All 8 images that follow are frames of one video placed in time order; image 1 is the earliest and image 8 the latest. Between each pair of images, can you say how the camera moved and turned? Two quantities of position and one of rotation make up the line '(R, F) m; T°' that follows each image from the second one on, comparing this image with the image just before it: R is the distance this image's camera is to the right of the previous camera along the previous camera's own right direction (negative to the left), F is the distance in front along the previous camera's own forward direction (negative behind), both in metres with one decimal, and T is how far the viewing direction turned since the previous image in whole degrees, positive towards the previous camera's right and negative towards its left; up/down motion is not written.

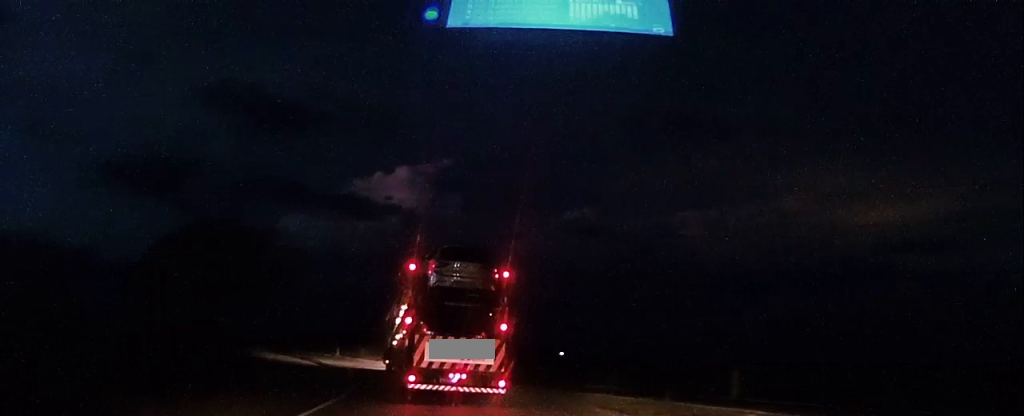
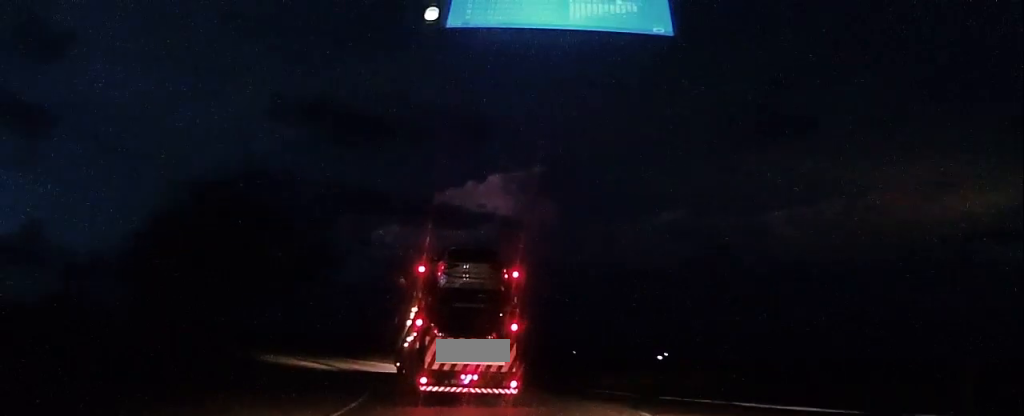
(-0.8, +12.1) m; -6°
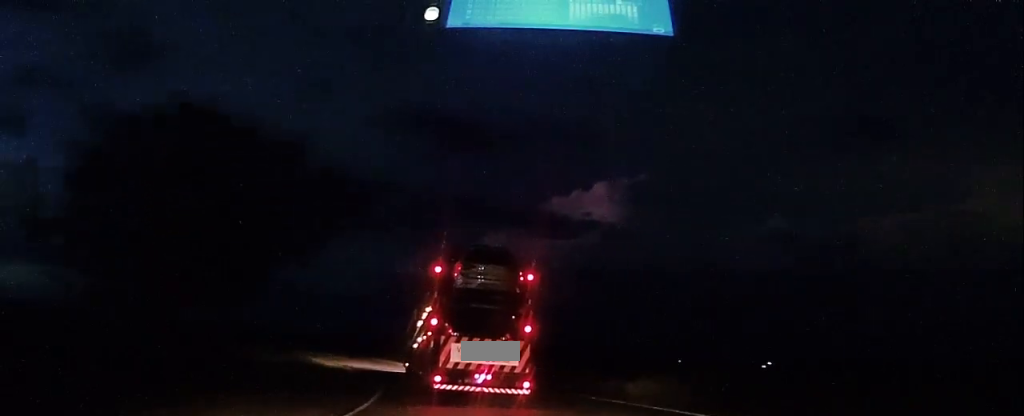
(-0.7, +13.9) m; -7°
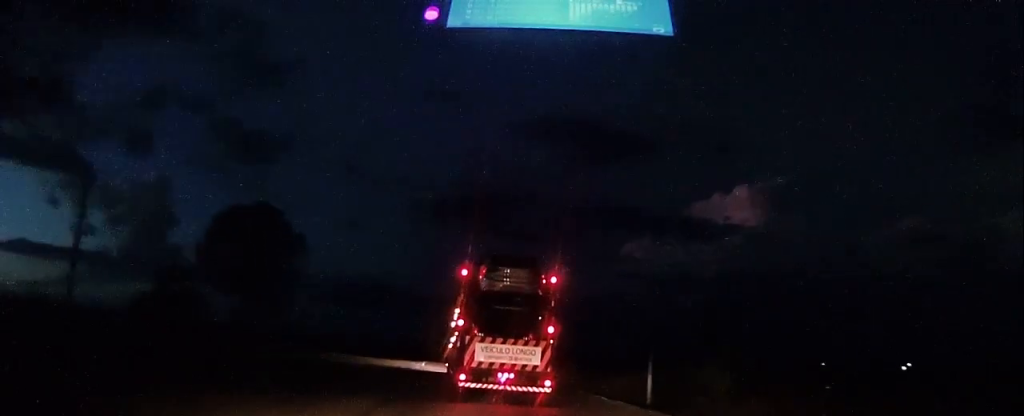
(-2.8, +20.8) m; -15°
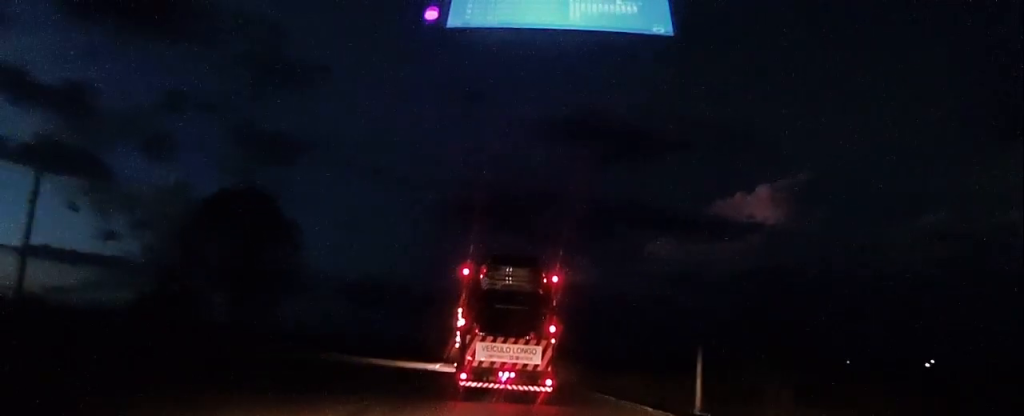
(-0.1, +5.0) m; -3°
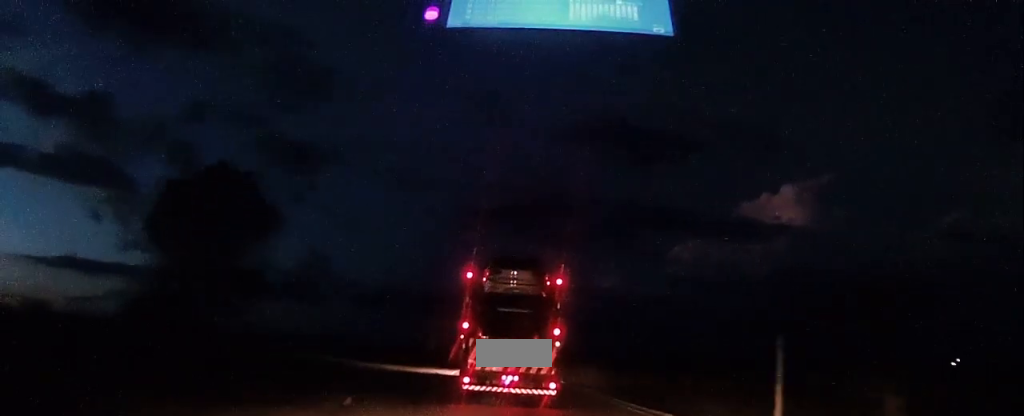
(-0.1, +5.9) m; -3°
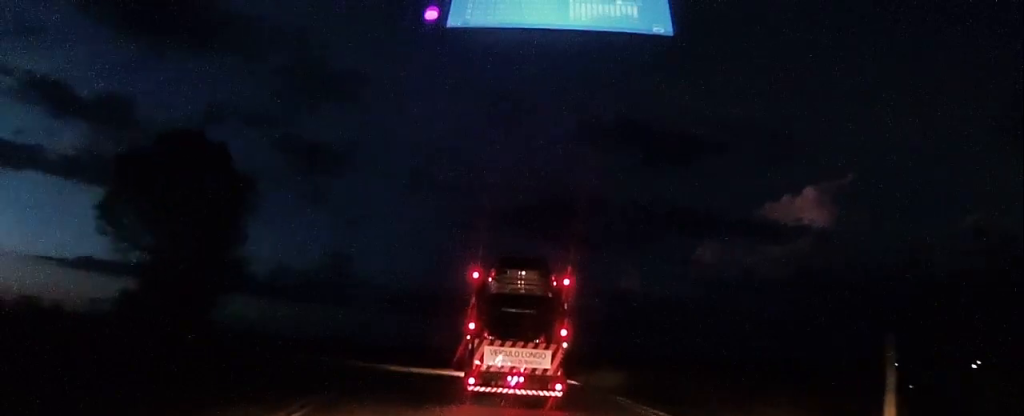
(0.0, +5.1) m; -2°
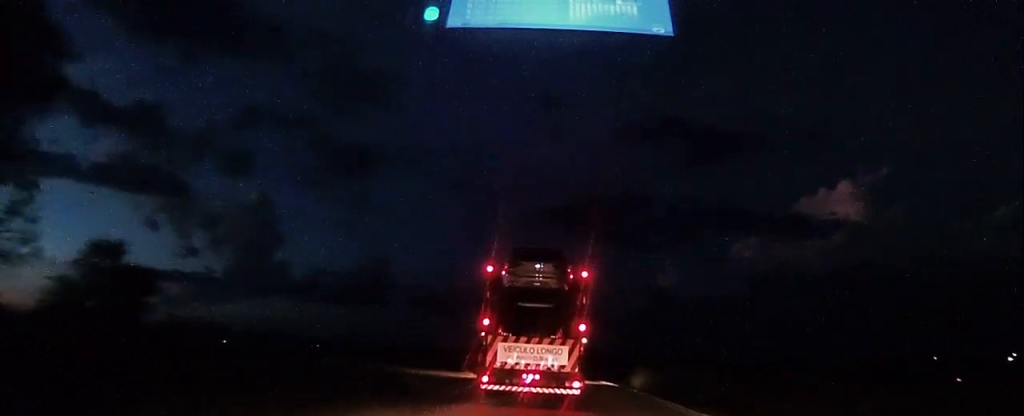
(-0.6, +14.2) m; -3°
